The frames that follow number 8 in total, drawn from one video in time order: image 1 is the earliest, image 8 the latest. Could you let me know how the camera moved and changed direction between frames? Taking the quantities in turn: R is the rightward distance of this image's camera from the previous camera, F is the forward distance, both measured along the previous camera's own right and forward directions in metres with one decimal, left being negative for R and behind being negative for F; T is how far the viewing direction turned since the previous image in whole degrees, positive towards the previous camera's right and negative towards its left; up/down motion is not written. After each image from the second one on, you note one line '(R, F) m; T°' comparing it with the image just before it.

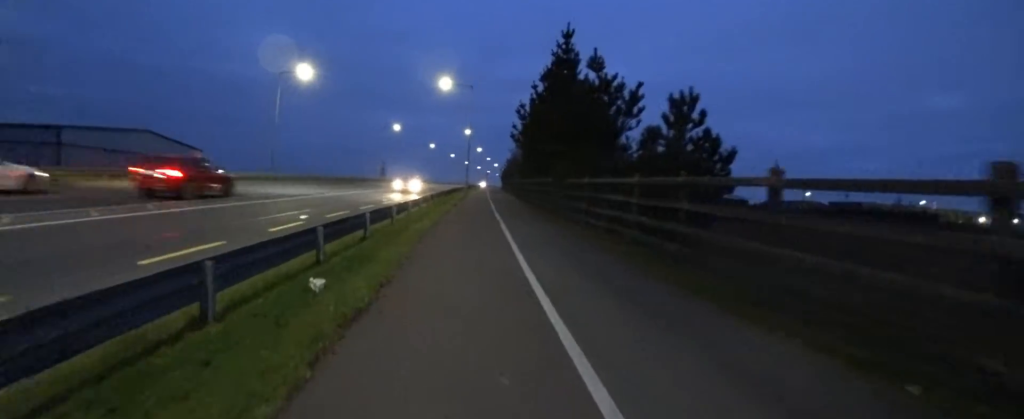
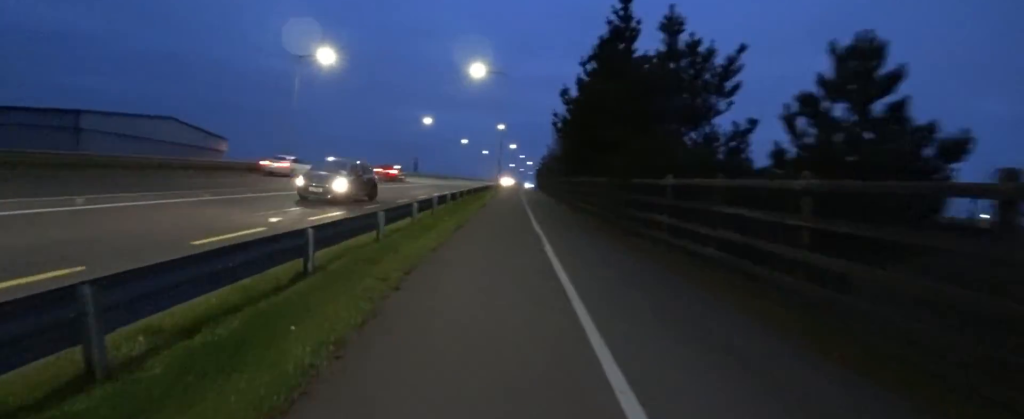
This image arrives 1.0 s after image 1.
(0.0, +3.8) m; 0°
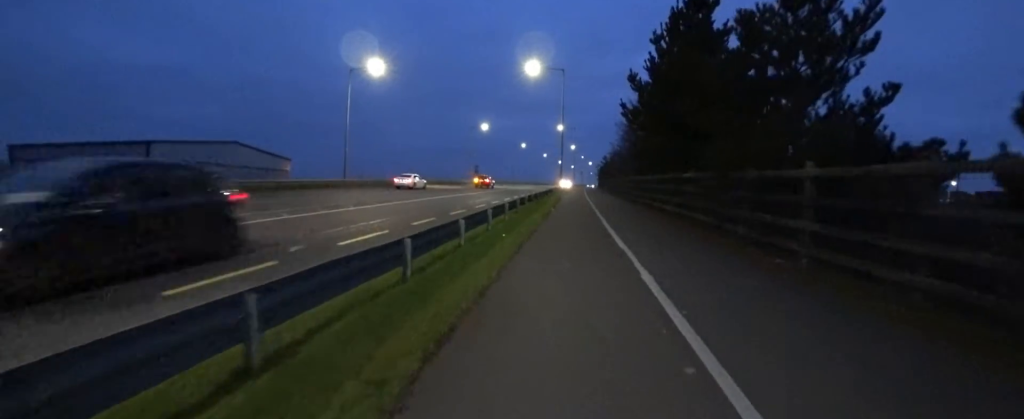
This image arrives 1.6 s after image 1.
(0.0, +2.2) m; 0°
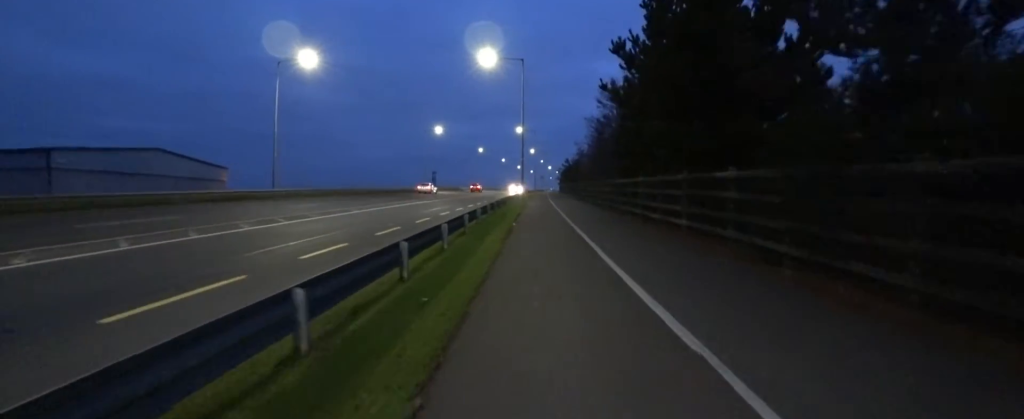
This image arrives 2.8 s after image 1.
(0.0, +4.5) m; 0°
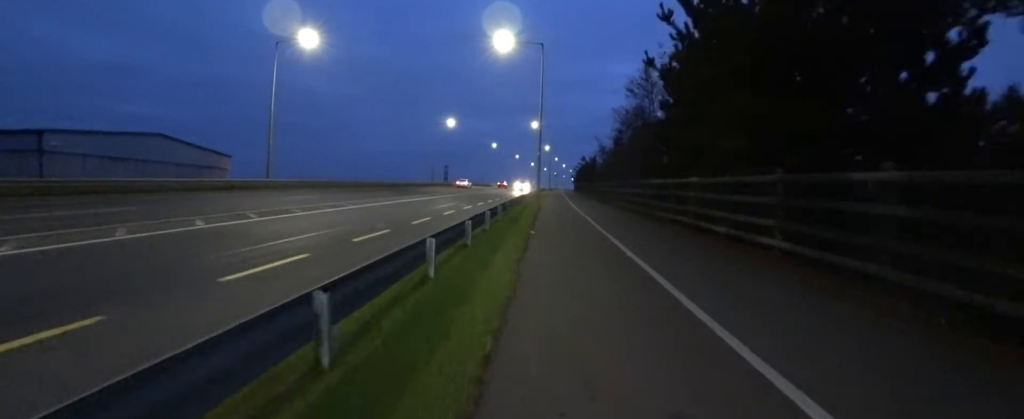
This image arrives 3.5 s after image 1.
(0.0, +2.9) m; +1°
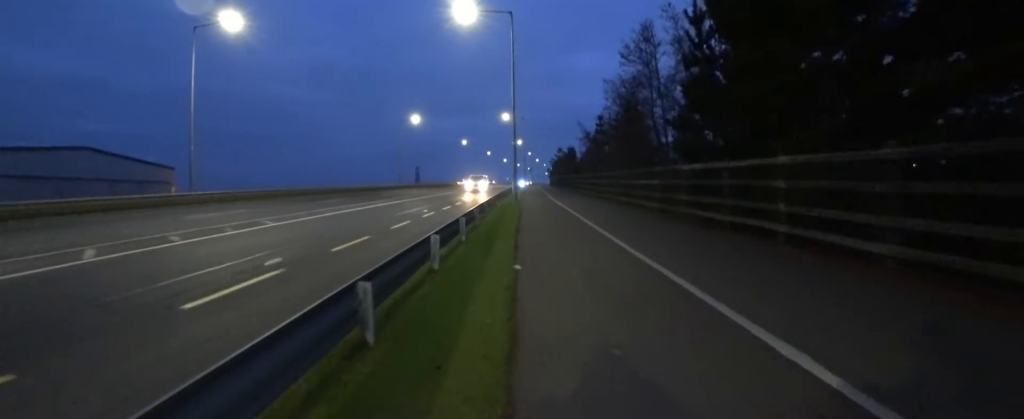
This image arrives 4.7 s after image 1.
(+0.1, +4.5) m; +3°
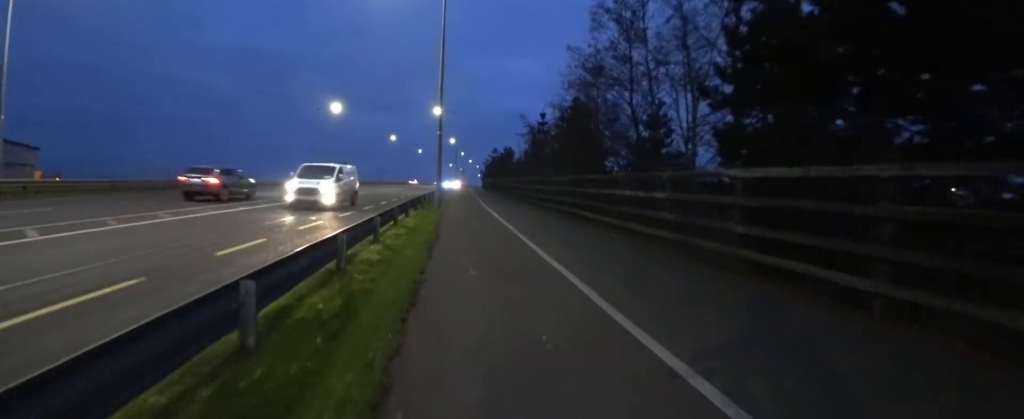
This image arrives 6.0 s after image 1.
(+0.1, +4.9) m; +2°
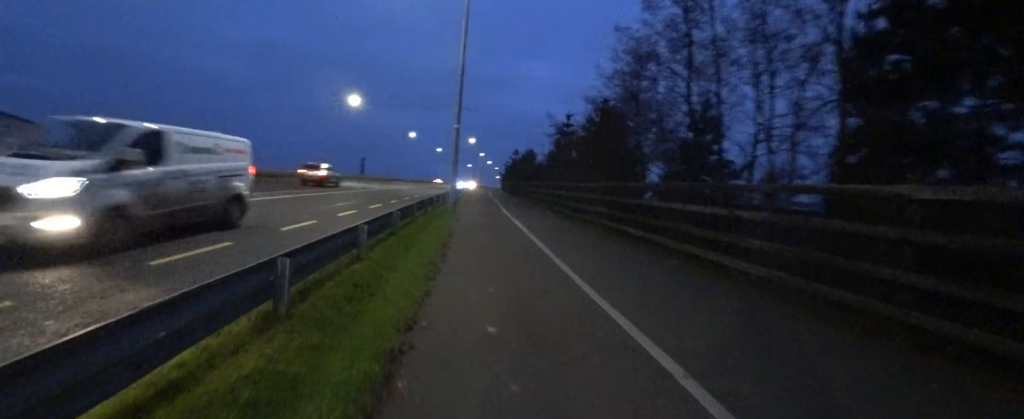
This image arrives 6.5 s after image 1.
(0.0, +2.1) m; 0°
